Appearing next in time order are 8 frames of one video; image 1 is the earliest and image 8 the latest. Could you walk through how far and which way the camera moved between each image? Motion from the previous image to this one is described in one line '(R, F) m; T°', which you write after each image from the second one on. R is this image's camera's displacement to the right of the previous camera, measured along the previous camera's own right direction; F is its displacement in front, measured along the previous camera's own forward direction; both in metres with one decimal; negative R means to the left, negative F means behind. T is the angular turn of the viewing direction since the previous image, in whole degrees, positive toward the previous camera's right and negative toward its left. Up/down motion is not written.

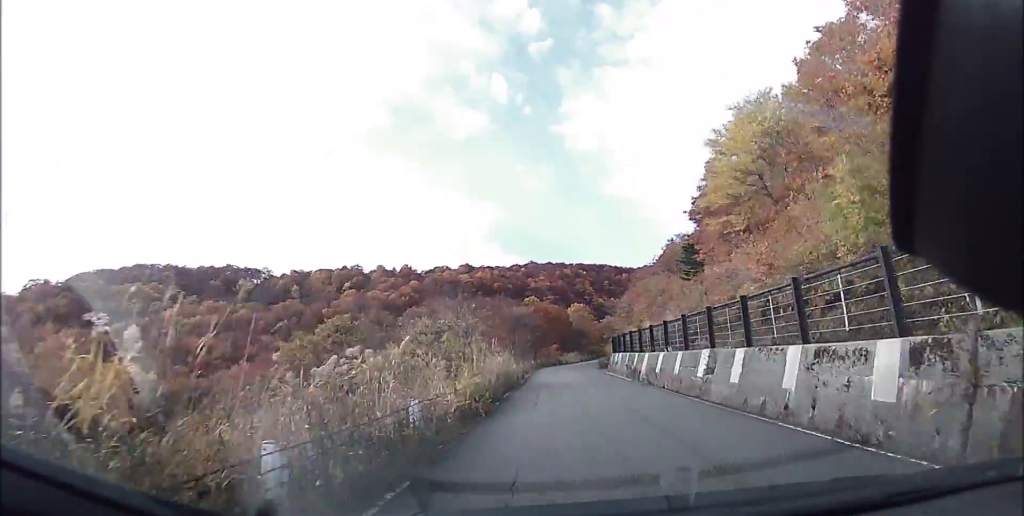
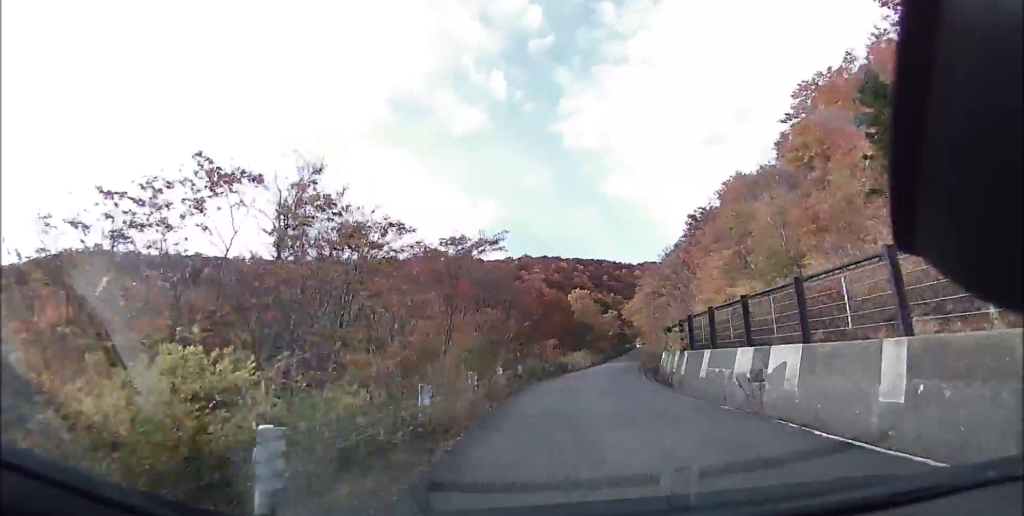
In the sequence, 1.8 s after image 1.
(-0.3, +24.1) m; +1°
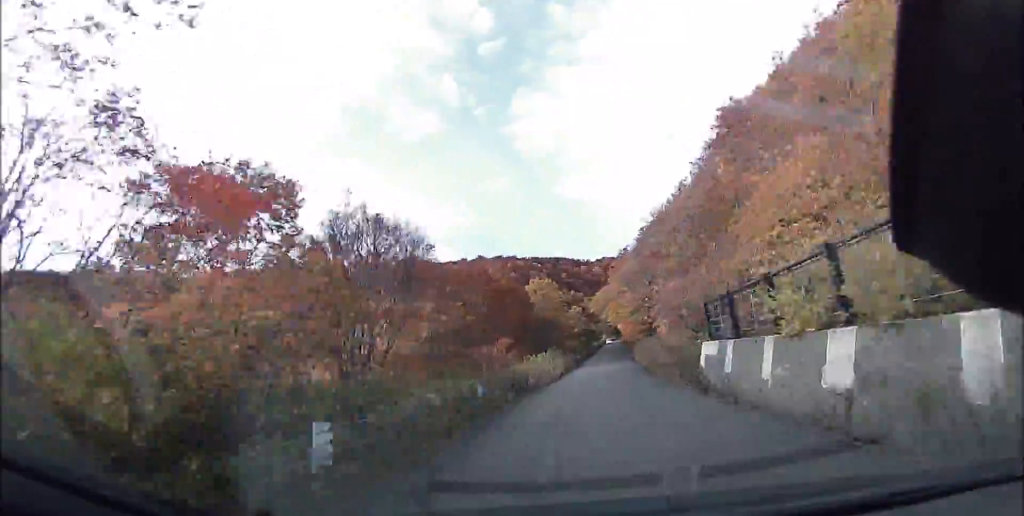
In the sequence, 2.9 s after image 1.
(-0.2, +14.9) m; +2°
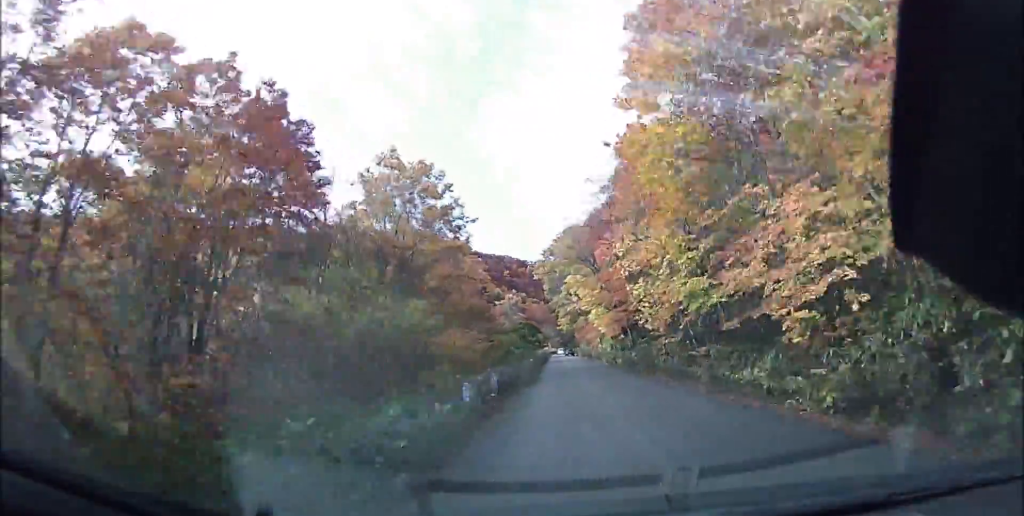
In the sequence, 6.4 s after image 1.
(+2.2, +54.2) m; -7°
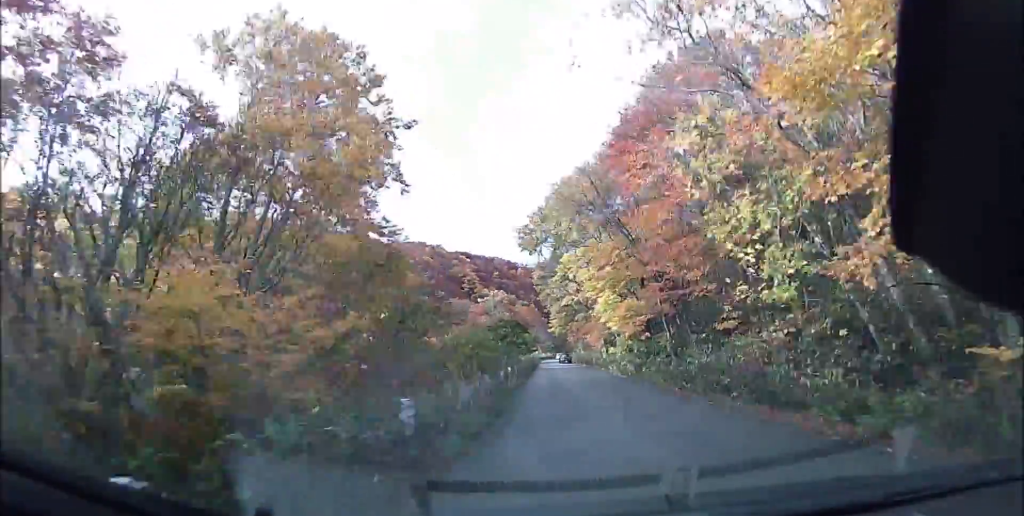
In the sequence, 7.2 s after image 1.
(-3.2, +14.6) m; +11°
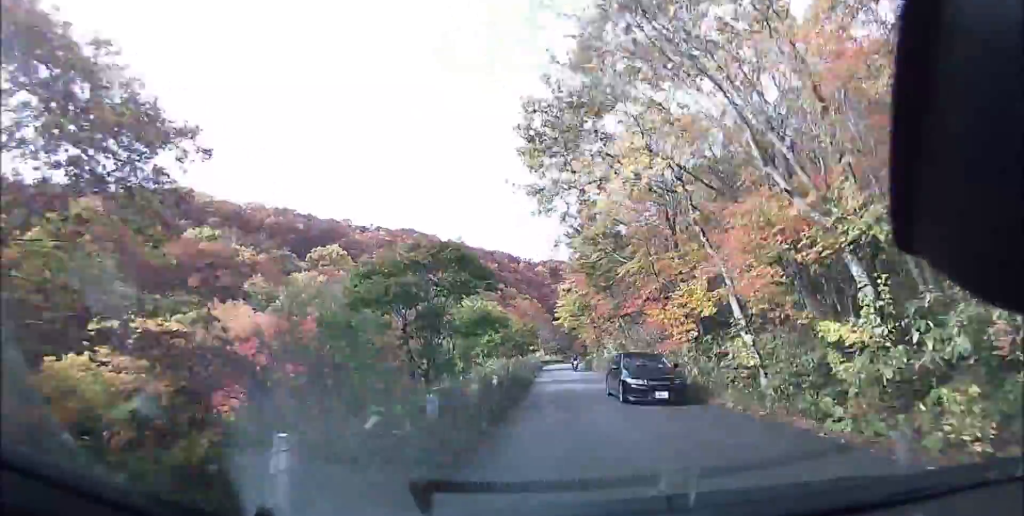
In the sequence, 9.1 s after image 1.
(+6.5, +18.5) m; +26°
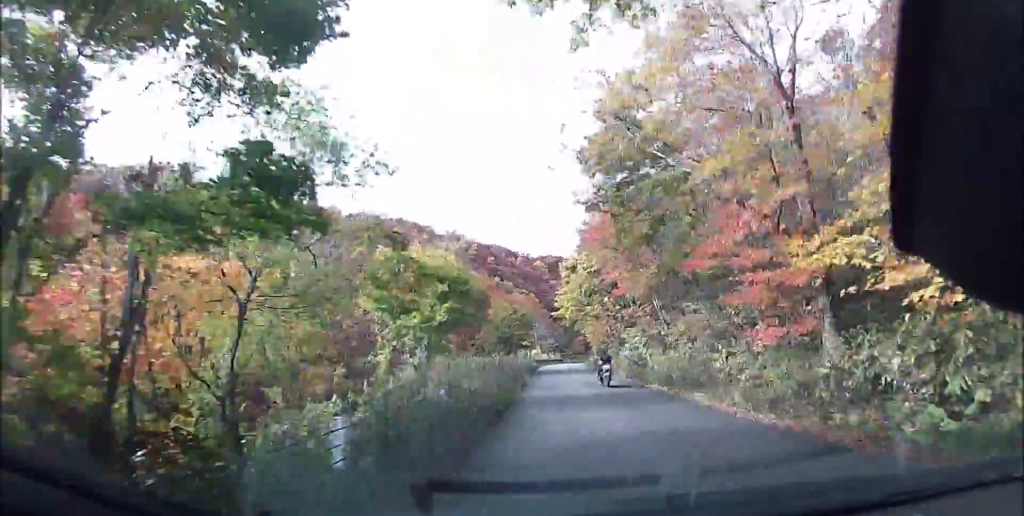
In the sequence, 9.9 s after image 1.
(+4.9, +8.3) m; +7°
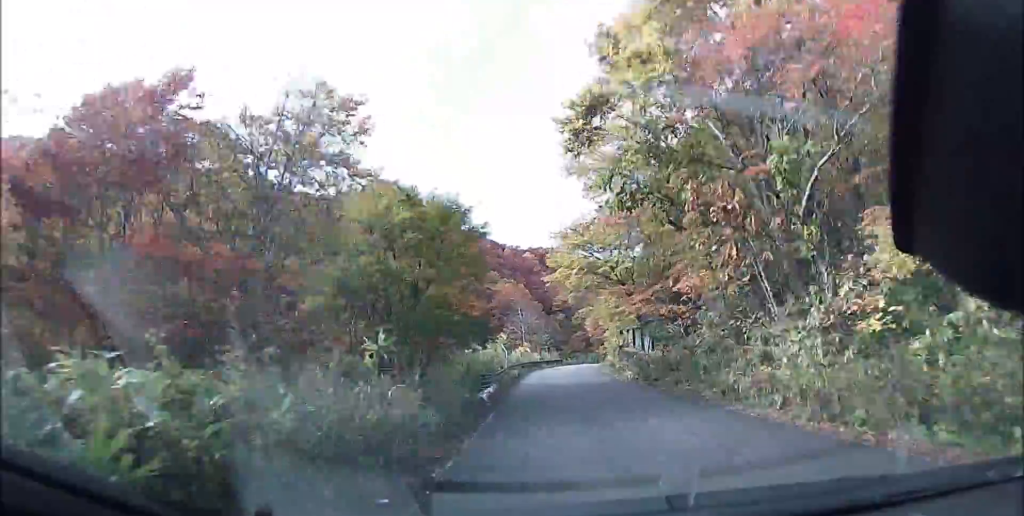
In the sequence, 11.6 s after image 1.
(-10.8, +25.4) m; -23°
